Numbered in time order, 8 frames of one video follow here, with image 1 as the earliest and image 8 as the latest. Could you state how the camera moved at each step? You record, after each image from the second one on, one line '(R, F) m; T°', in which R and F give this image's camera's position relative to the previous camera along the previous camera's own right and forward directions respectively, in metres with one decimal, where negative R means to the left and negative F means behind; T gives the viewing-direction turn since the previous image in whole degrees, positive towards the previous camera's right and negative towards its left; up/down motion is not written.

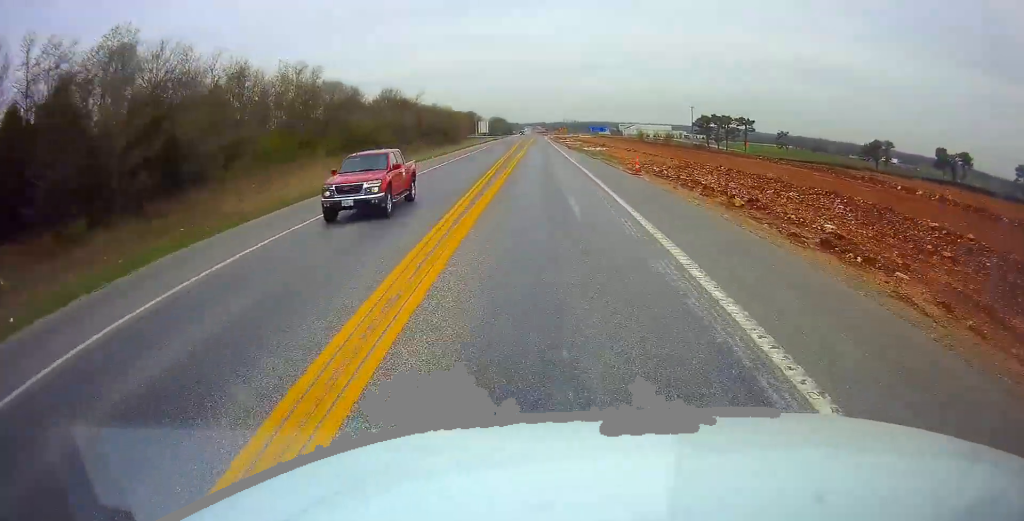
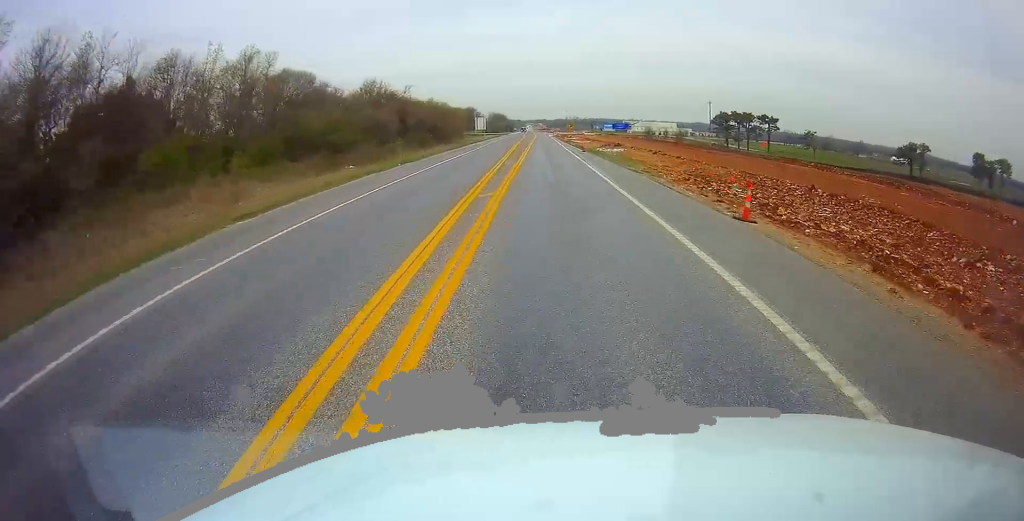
(+0.2, +16.4) m; 0°
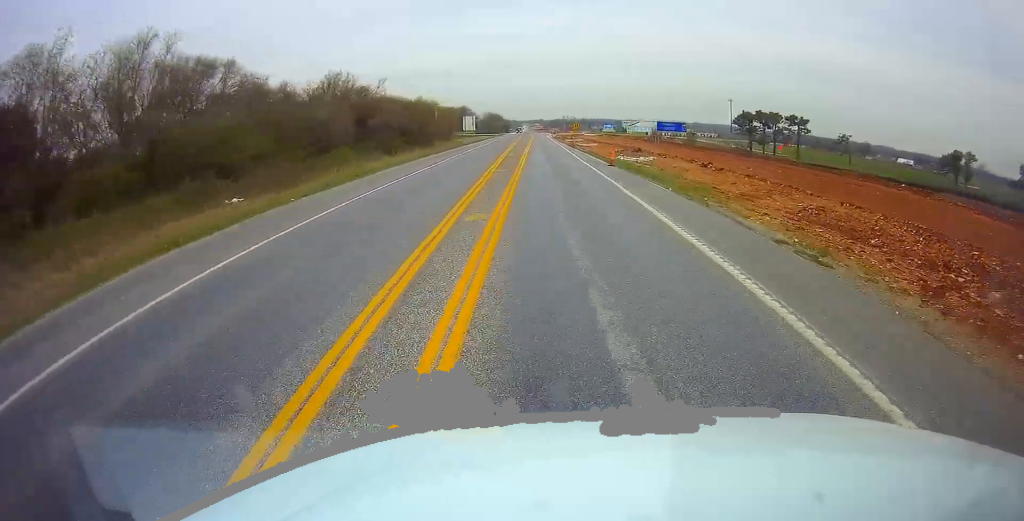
(-0.2, +20.5) m; 0°
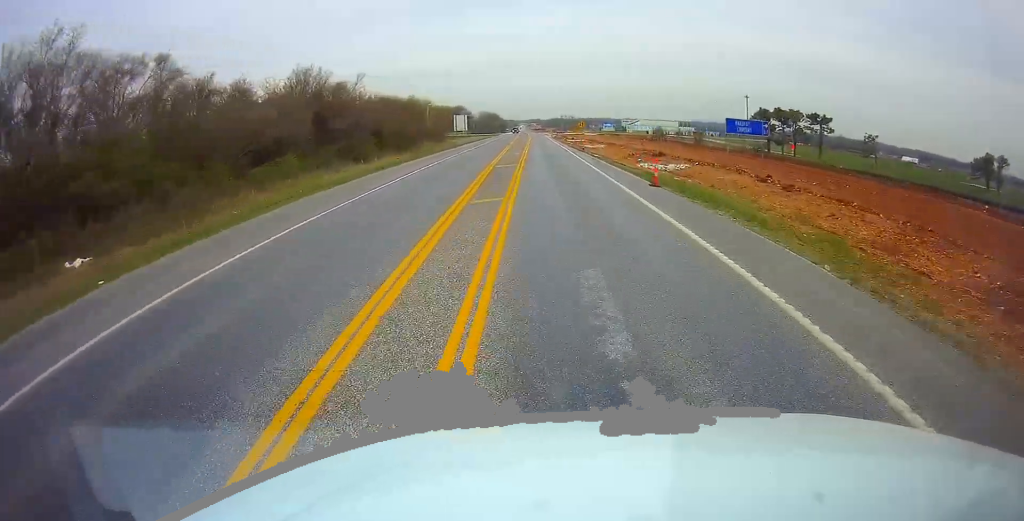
(-0.1, +12.7) m; 0°
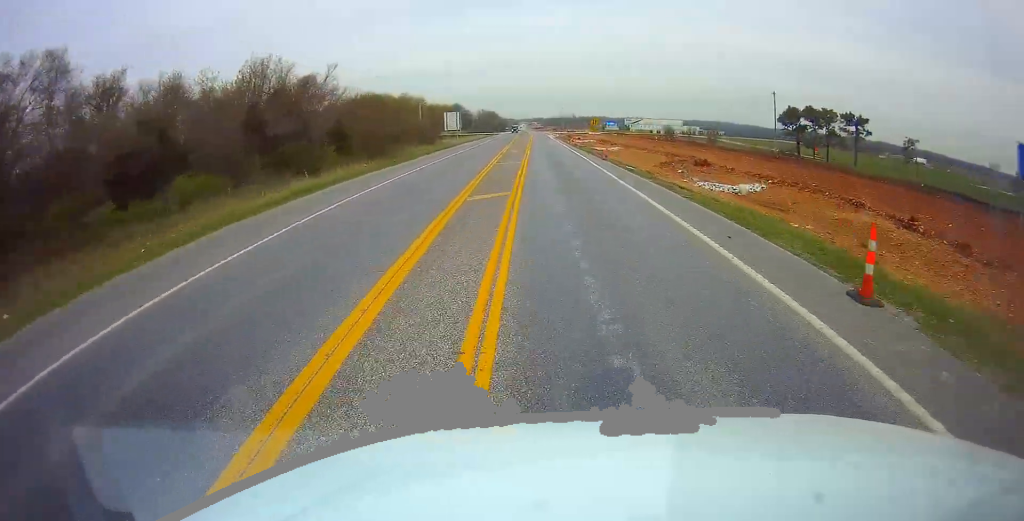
(0.0, +15.2) m; 0°
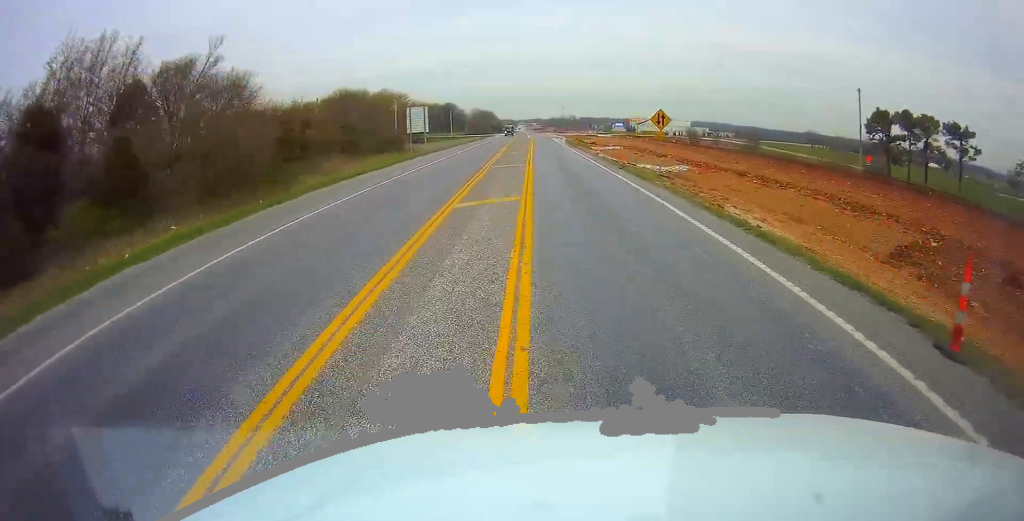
(+0.2, +33.4) m; -1°
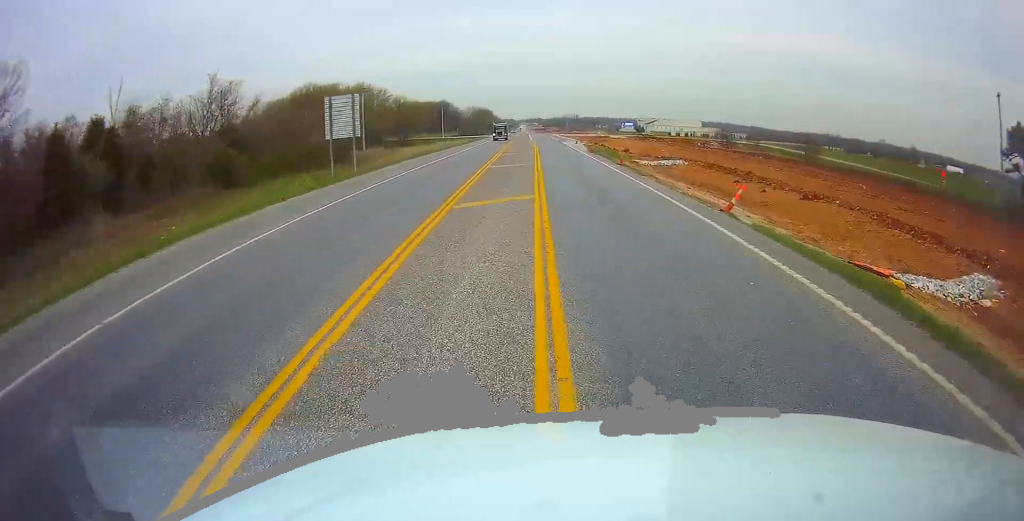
(-0.2, +32.0) m; 0°
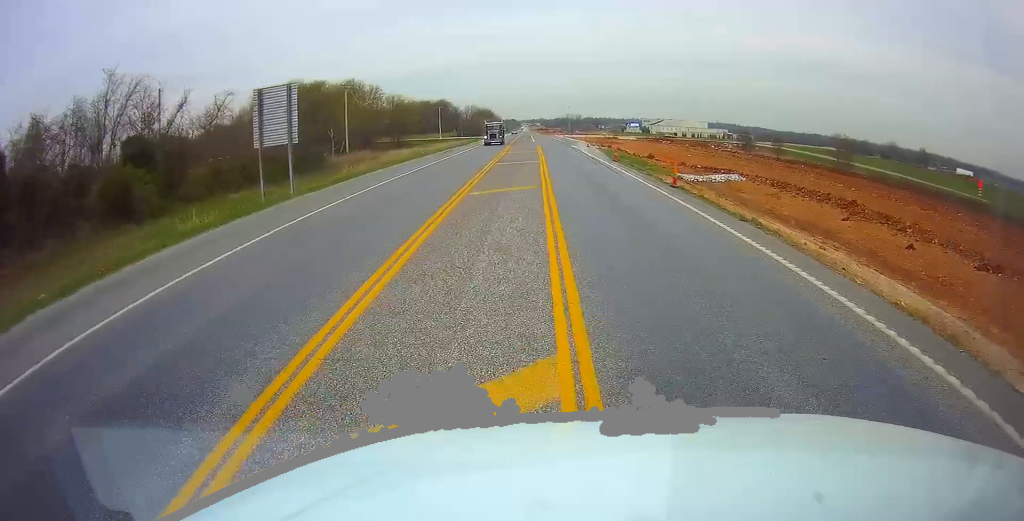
(+0.4, +12.9) m; 0°
